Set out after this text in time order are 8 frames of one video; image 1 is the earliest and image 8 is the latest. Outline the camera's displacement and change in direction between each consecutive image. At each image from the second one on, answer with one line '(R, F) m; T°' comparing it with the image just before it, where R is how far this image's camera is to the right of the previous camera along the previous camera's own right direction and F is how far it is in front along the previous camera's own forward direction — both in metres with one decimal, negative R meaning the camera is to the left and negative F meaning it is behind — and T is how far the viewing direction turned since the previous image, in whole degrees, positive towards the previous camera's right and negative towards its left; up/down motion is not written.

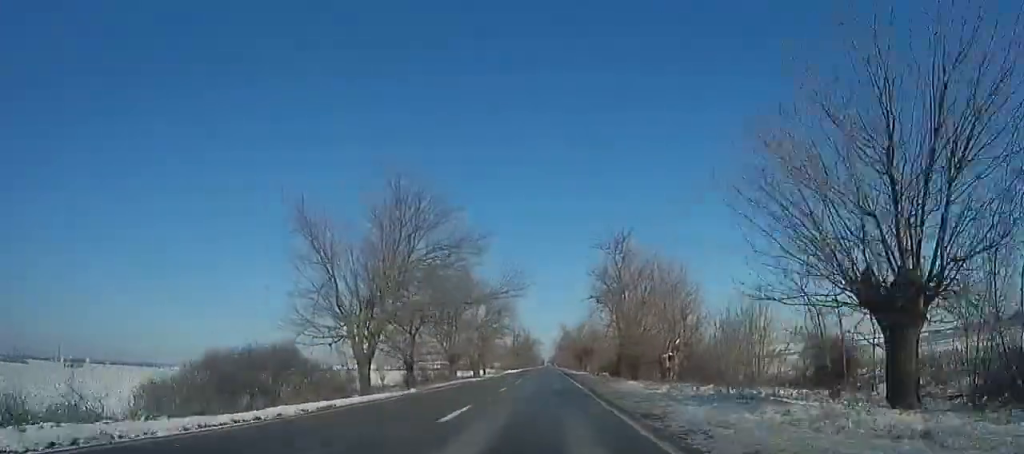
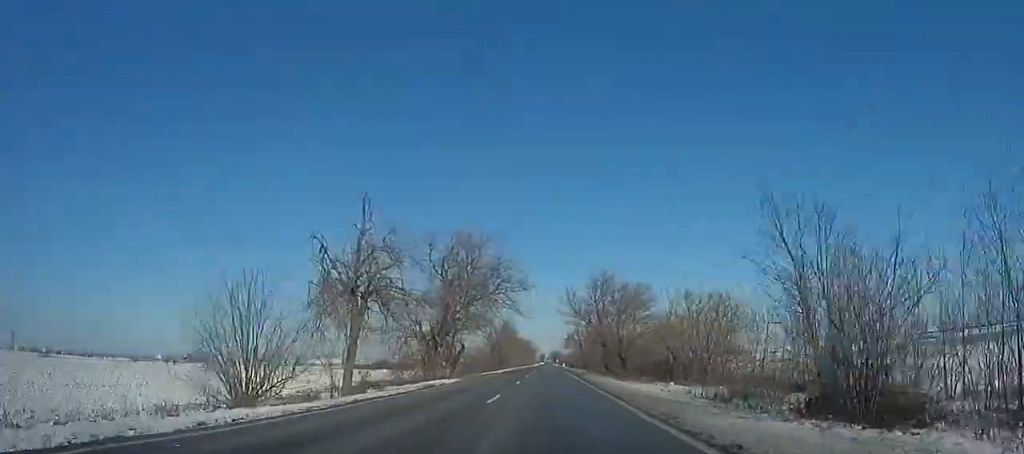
(-3.5, +115.9) m; -3°
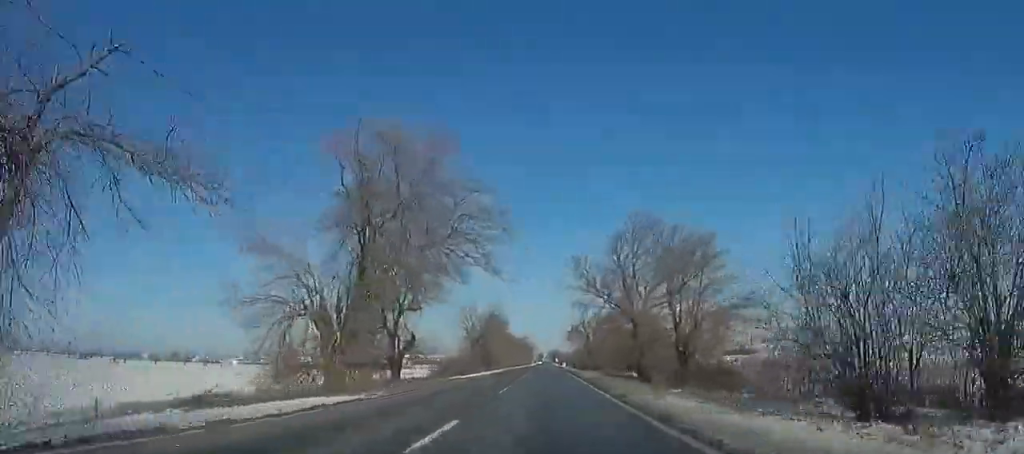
(+0.7, +20.6) m; +1°
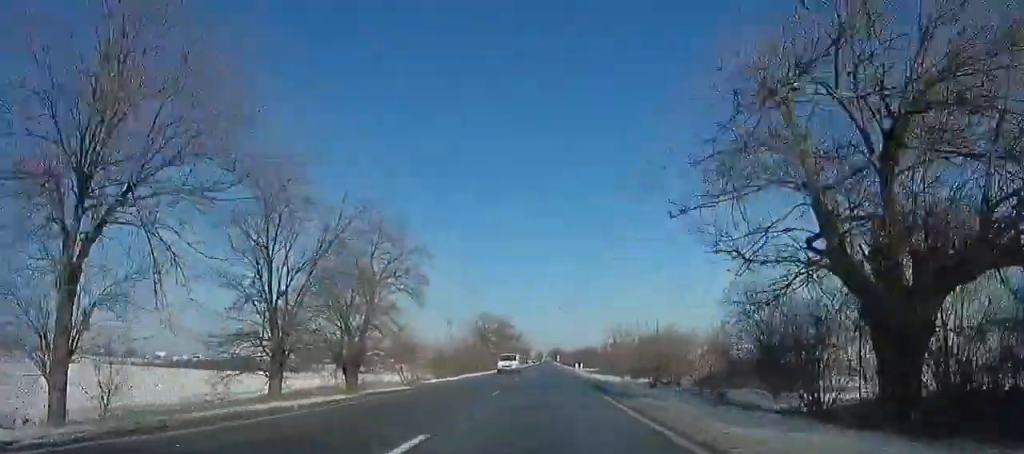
(-0.5, +63.3) m; 0°
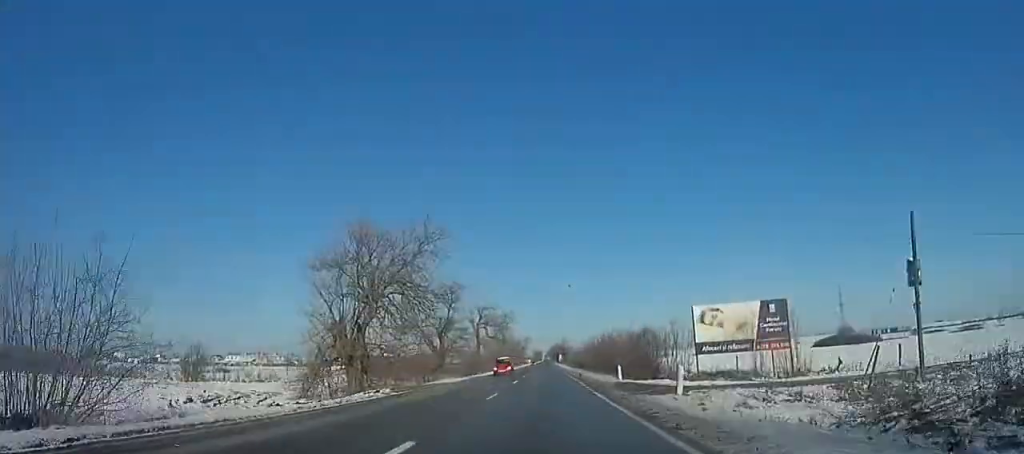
(+0.5, +49.2) m; 0°
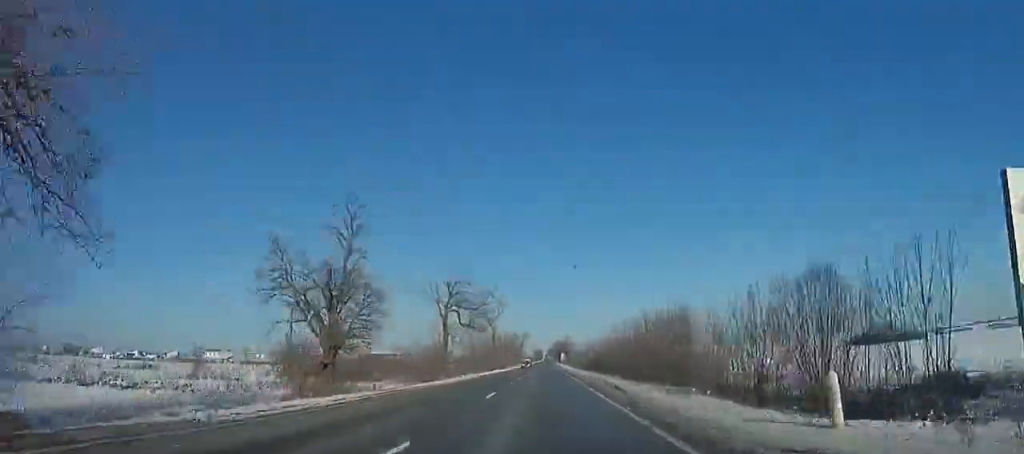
(-0.4, +24.7) m; 0°
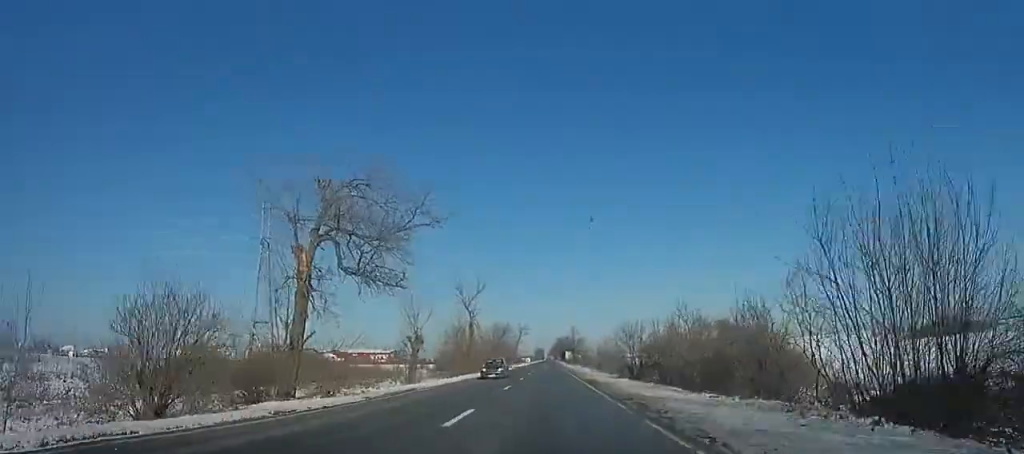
(0.0, +31.3) m; 0°
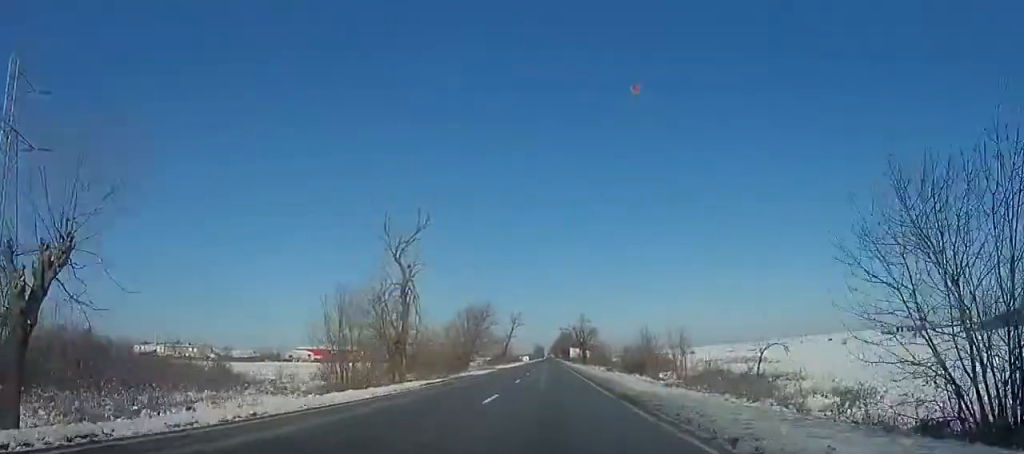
(+0.4, +32.1) m; 0°
